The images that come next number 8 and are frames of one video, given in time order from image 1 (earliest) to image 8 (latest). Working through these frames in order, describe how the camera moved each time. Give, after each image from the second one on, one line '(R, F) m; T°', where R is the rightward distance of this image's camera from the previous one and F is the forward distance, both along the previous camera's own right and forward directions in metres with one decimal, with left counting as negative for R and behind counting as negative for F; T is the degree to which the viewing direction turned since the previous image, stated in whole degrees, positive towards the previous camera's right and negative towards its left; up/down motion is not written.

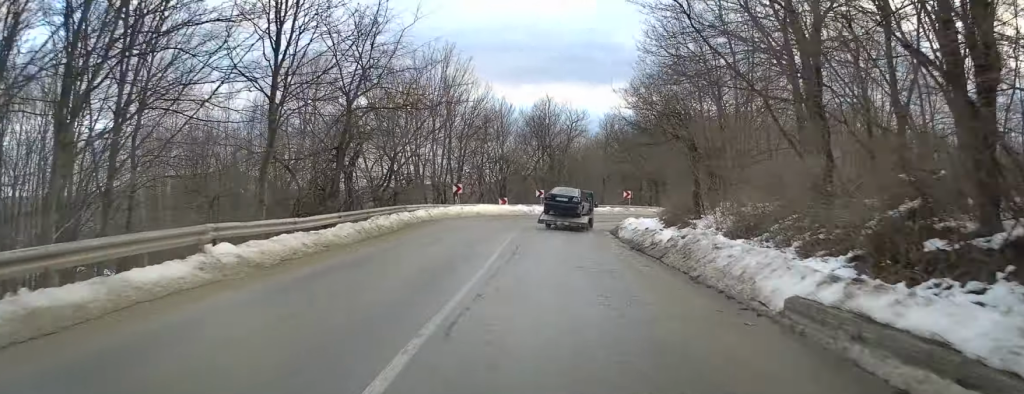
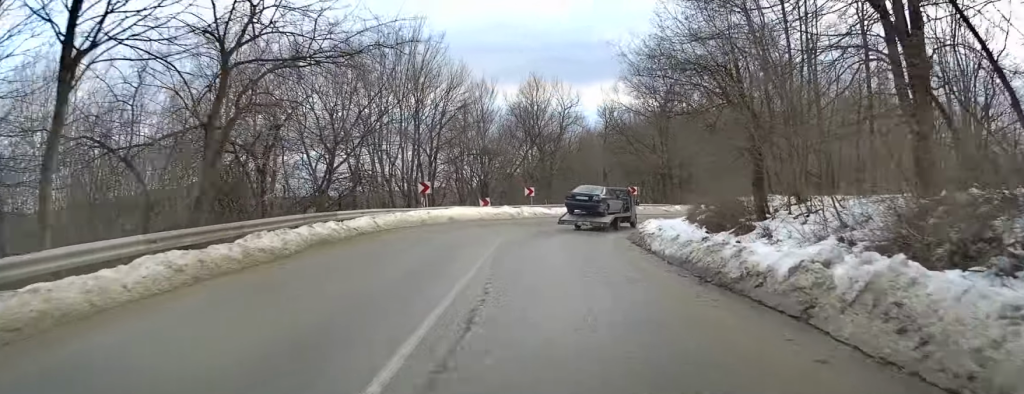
(-0.1, +9.4) m; 0°
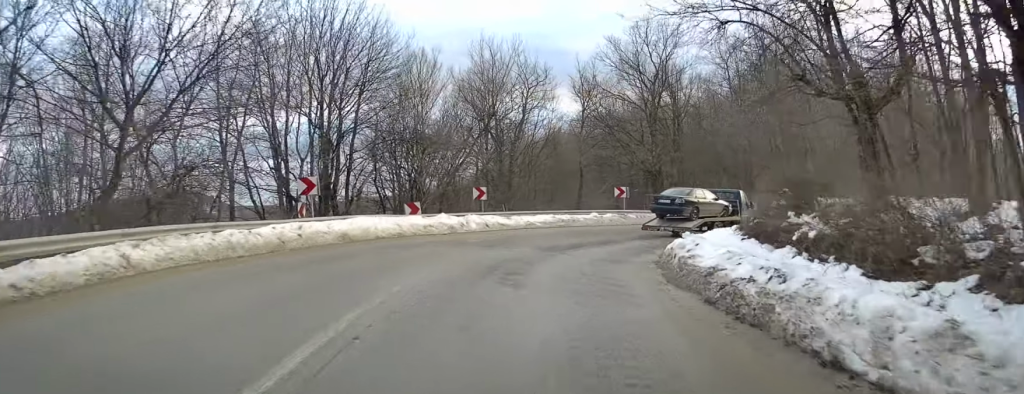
(+0.2, +12.9) m; +4°
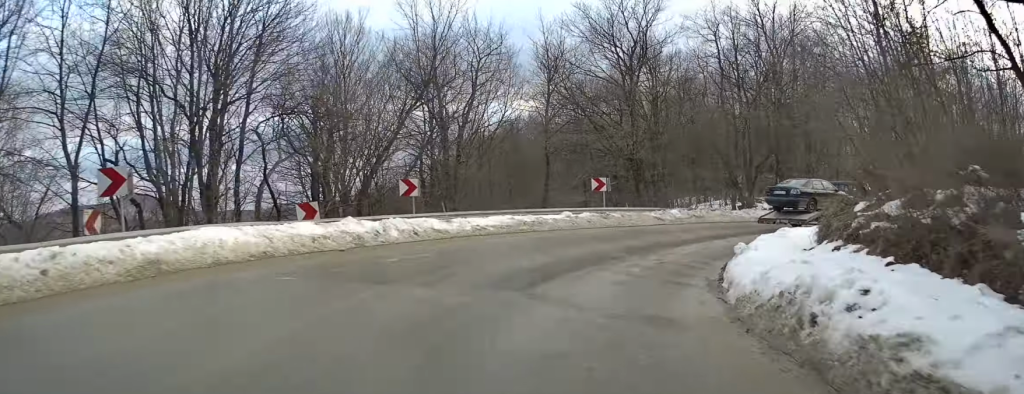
(+0.3, +8.6) m; +6°
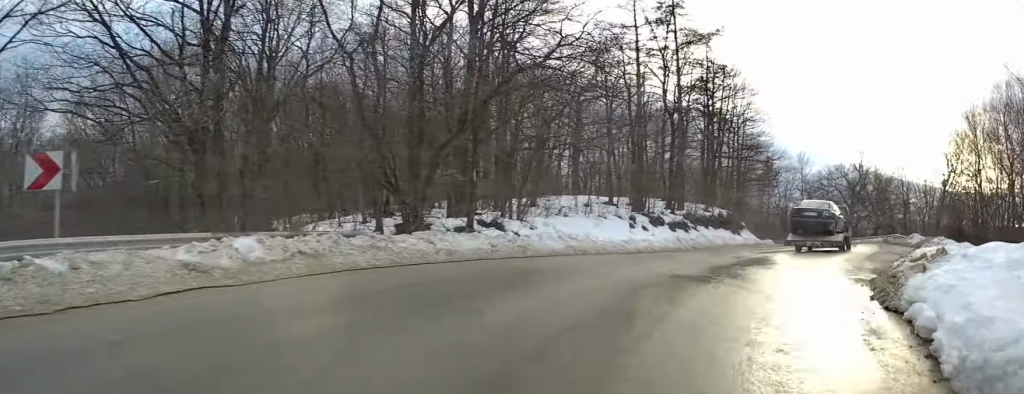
(+3.8, +18.2) m; +30°
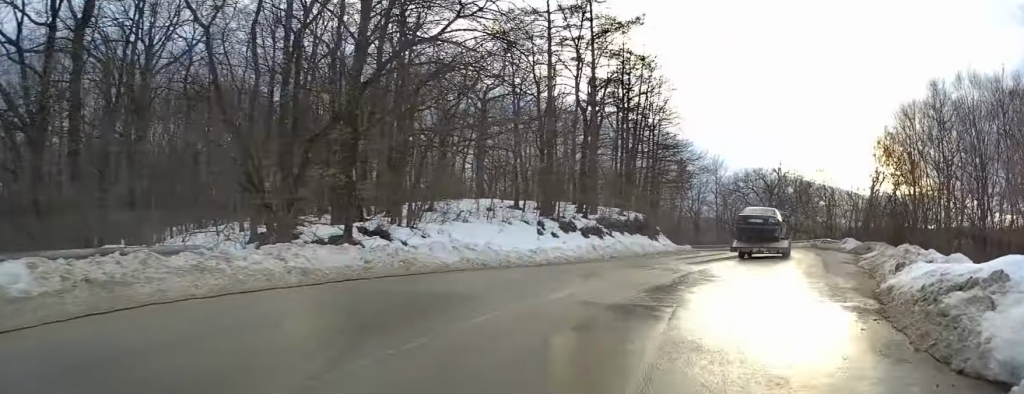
(-0.2, +3.3) m; +8°
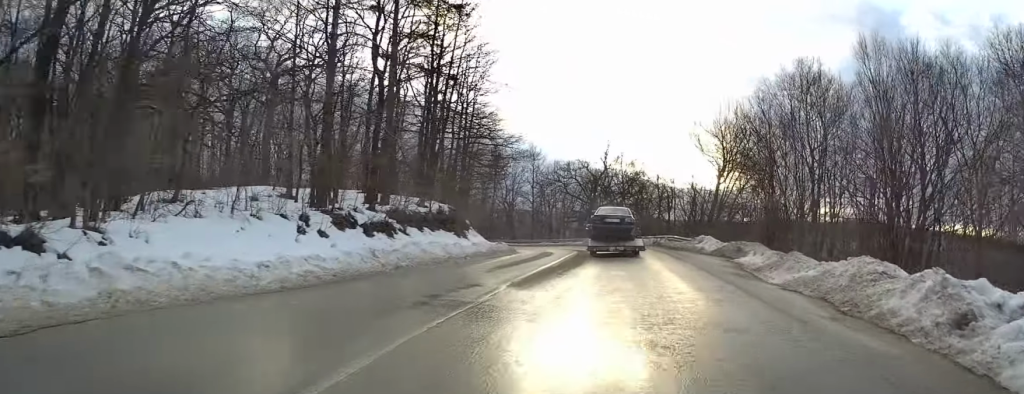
(+1.5, +7.4) m; +17°
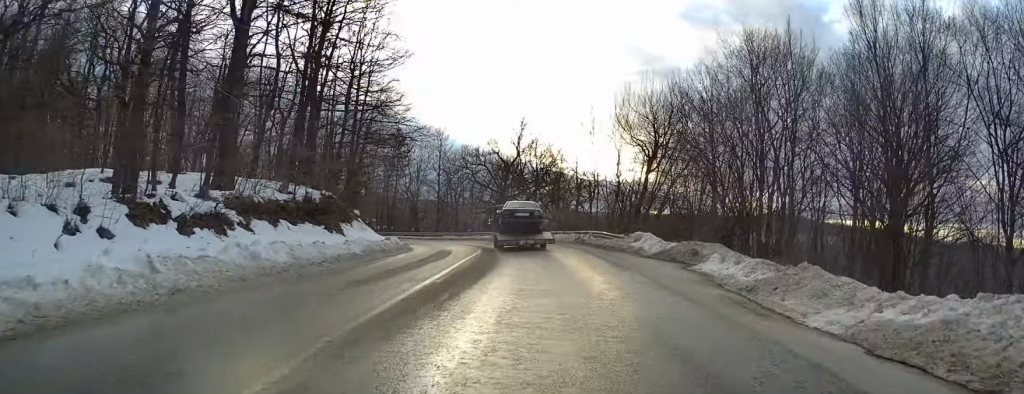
(+0.9, +6.8) m; +6°
